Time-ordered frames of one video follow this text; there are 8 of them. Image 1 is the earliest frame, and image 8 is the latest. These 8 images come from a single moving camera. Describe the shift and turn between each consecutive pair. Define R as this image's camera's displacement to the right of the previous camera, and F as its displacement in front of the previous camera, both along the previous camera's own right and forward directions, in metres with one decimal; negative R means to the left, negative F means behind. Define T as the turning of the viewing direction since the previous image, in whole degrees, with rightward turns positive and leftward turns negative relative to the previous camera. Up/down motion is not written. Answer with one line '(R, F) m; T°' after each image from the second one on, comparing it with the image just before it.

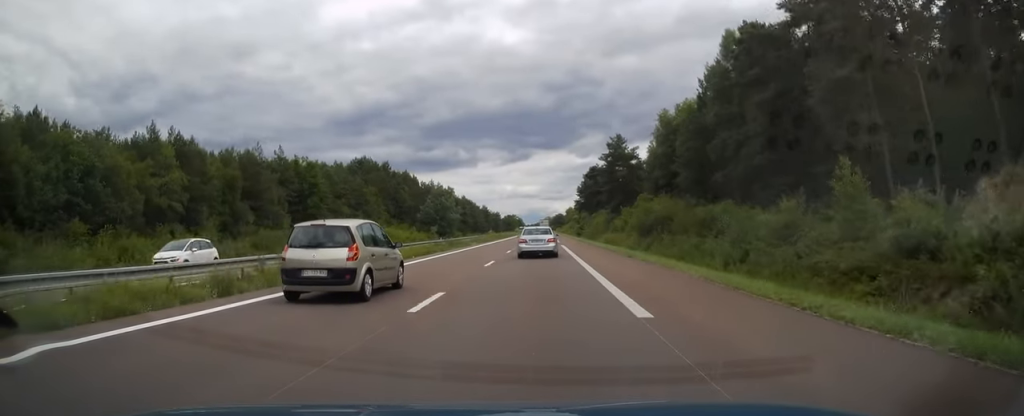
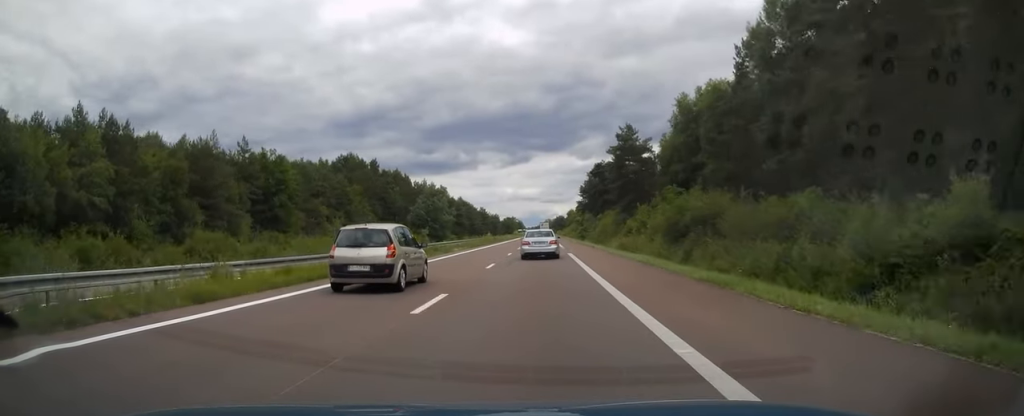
(-0.1, +12.7) m; 0°
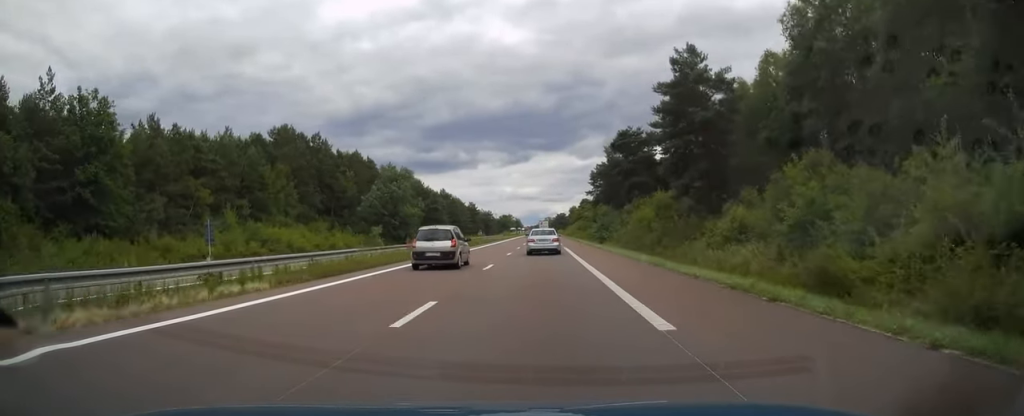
(0.0, +40.7) m; 0°
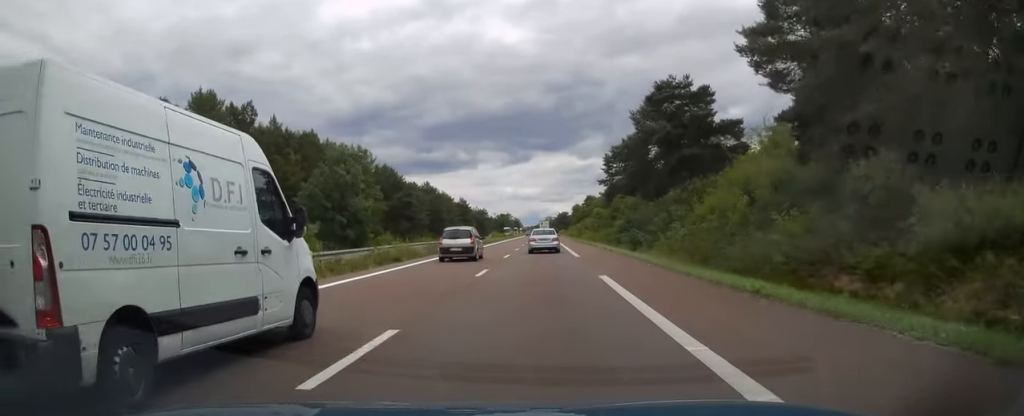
(-0.1, +29.4) m; 0°
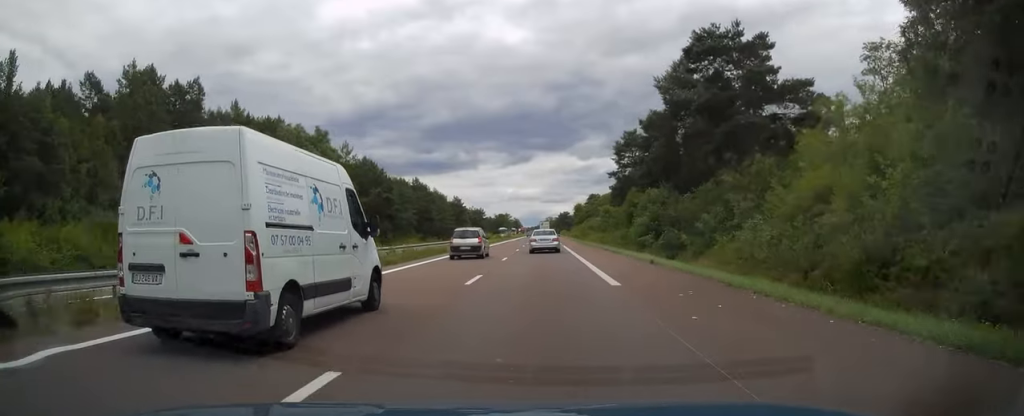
(+0.1, +15.7) m; 0°
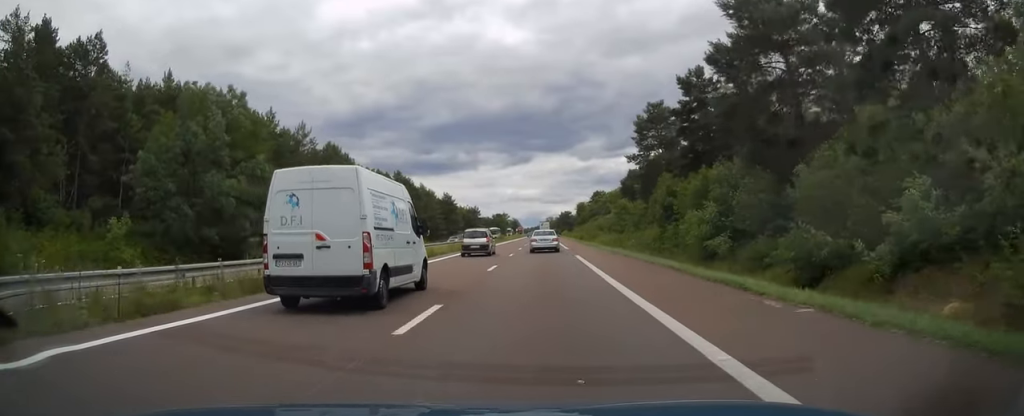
(0.0, +20.6) m; 0°
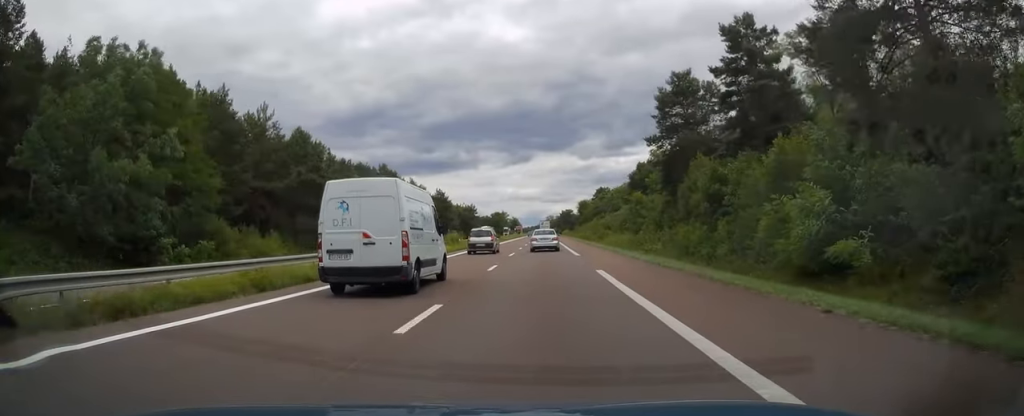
(-0.1, +13.2) m; 0°
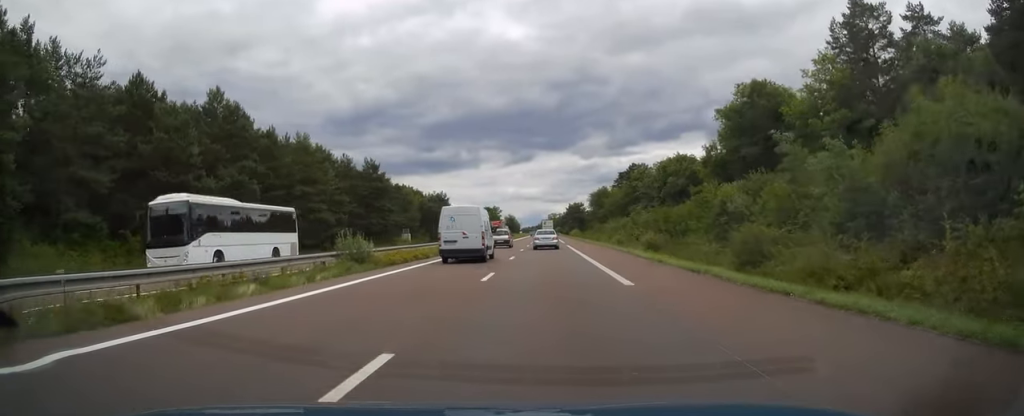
(0.0, +69.6) m; 0°
